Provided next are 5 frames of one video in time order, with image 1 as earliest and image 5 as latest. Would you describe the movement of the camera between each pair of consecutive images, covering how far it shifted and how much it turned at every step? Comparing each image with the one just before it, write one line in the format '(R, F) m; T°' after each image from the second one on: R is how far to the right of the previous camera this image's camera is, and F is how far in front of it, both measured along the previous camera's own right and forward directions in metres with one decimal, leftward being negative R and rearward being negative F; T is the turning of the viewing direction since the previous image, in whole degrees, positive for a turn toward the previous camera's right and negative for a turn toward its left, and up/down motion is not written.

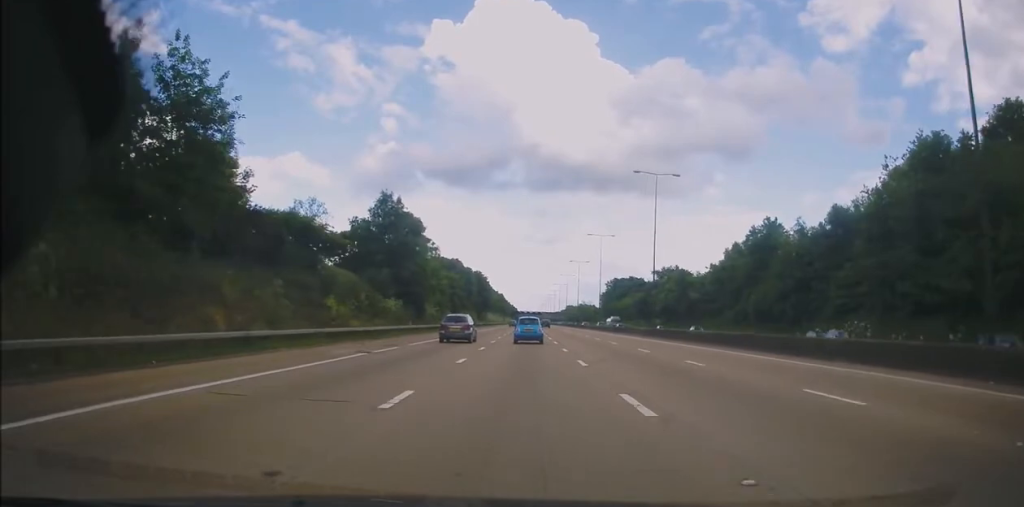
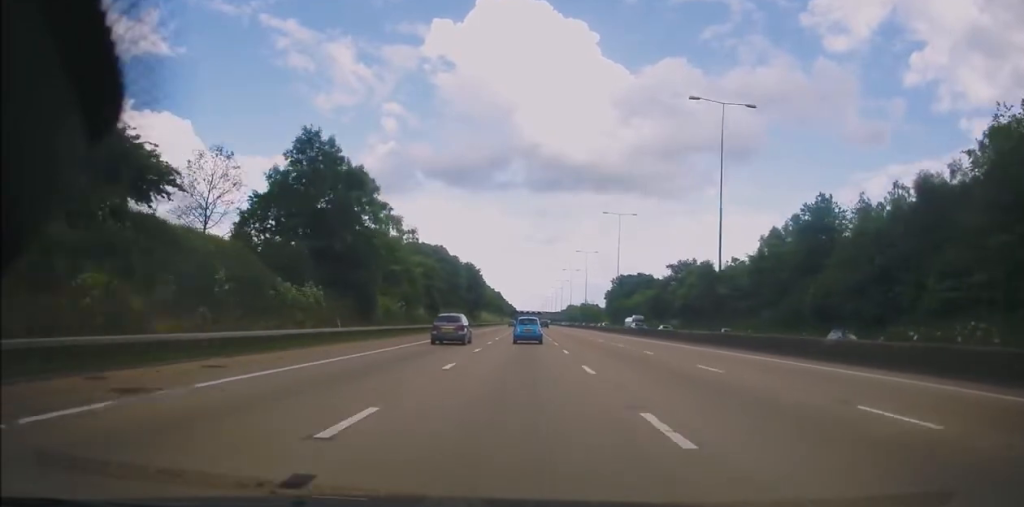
(-0.1, +19.7) m; 0°
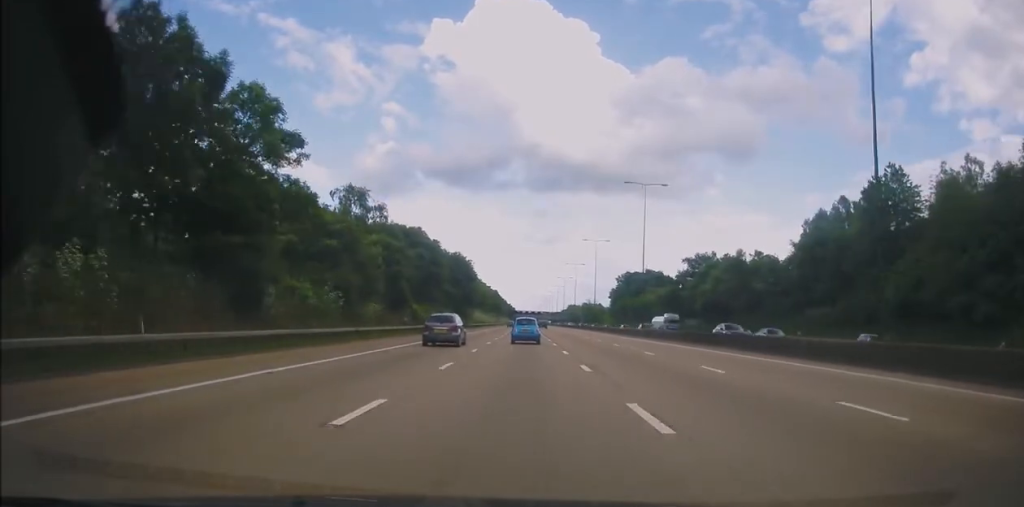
(0.0, +17.7) m; 0°
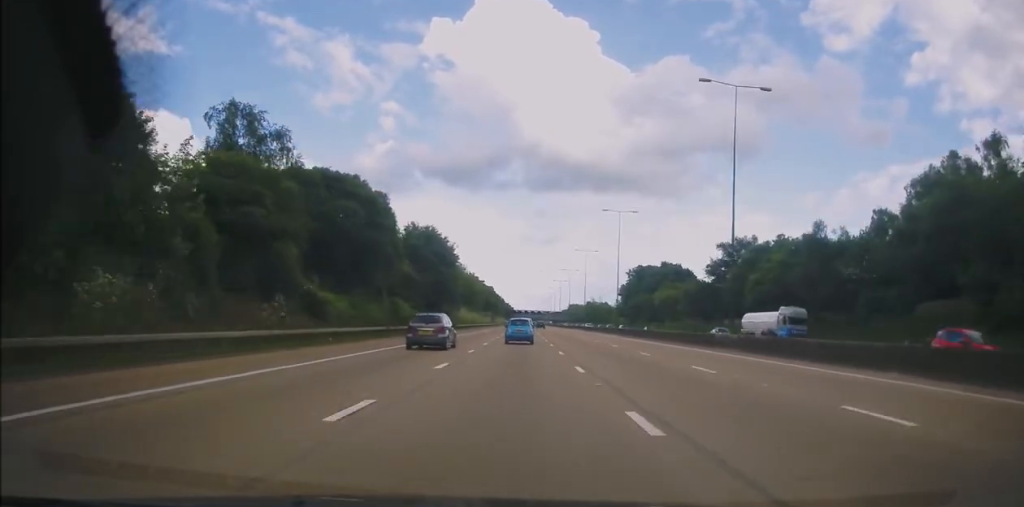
(0.0, +26.8) m; 0°
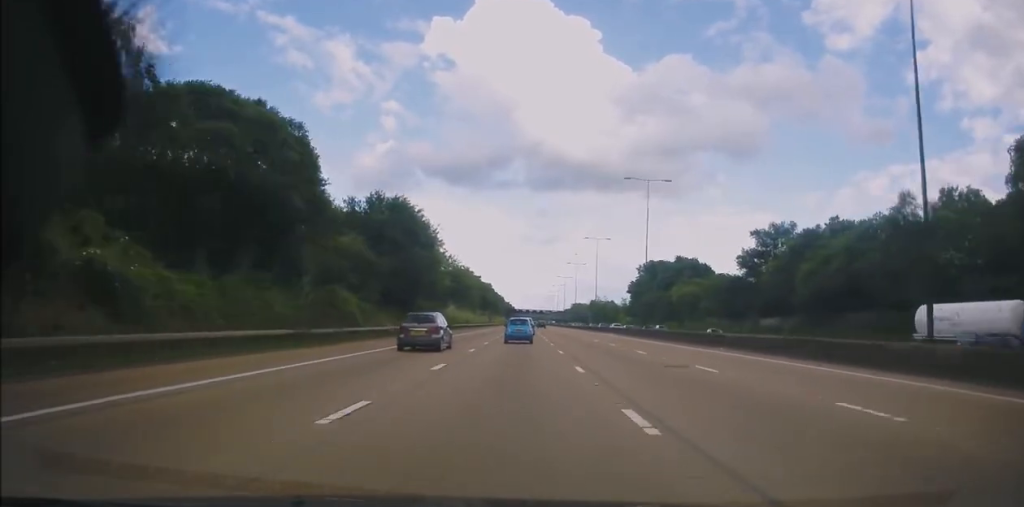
(+0.1, +17.5) m; 0°
